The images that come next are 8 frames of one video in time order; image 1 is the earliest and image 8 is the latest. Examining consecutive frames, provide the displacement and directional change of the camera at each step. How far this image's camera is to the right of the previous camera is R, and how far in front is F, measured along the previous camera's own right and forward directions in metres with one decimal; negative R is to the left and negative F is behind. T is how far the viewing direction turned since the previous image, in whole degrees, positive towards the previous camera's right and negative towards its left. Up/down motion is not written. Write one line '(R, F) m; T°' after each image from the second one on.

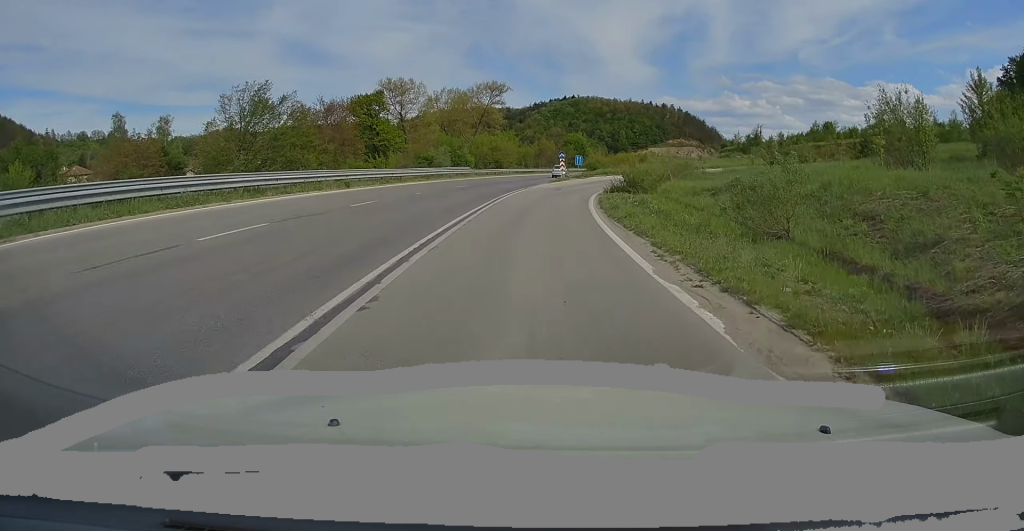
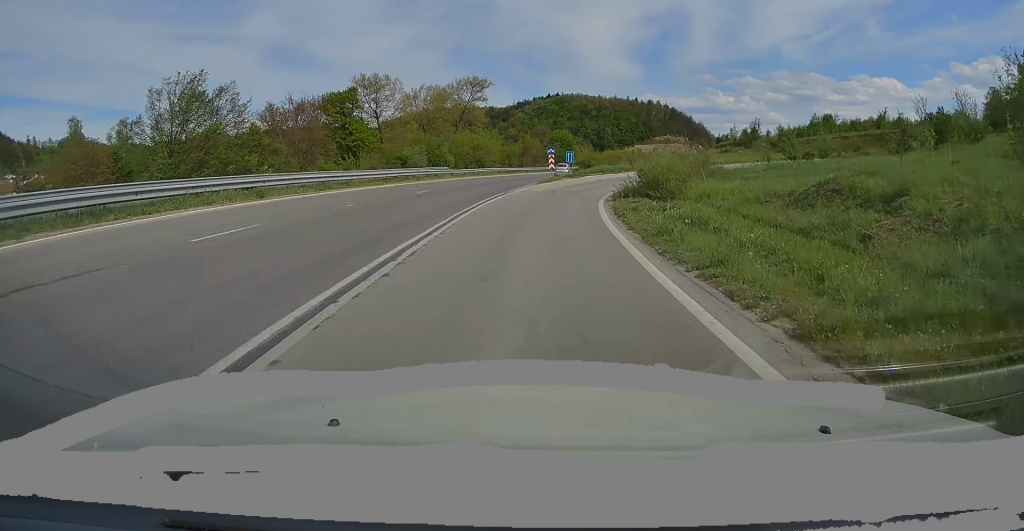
(+0.2, +8.8) m; +1°
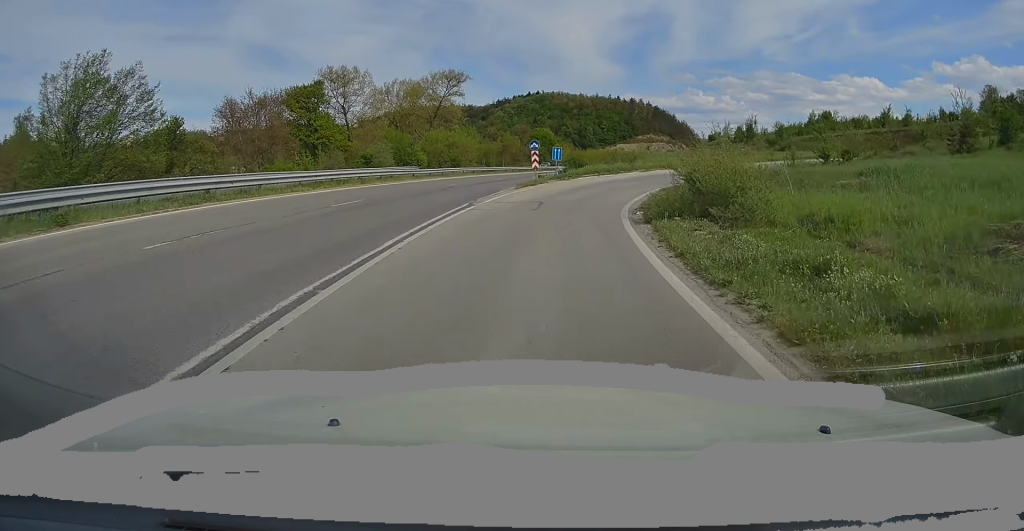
(+0.2, +9.8) m; +2°
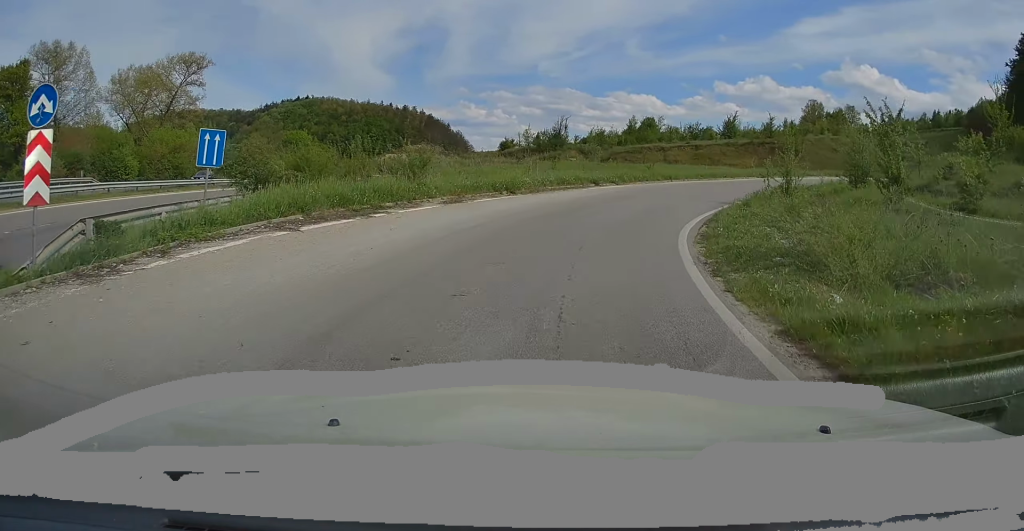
(+4.0, +29.1) m; +21°
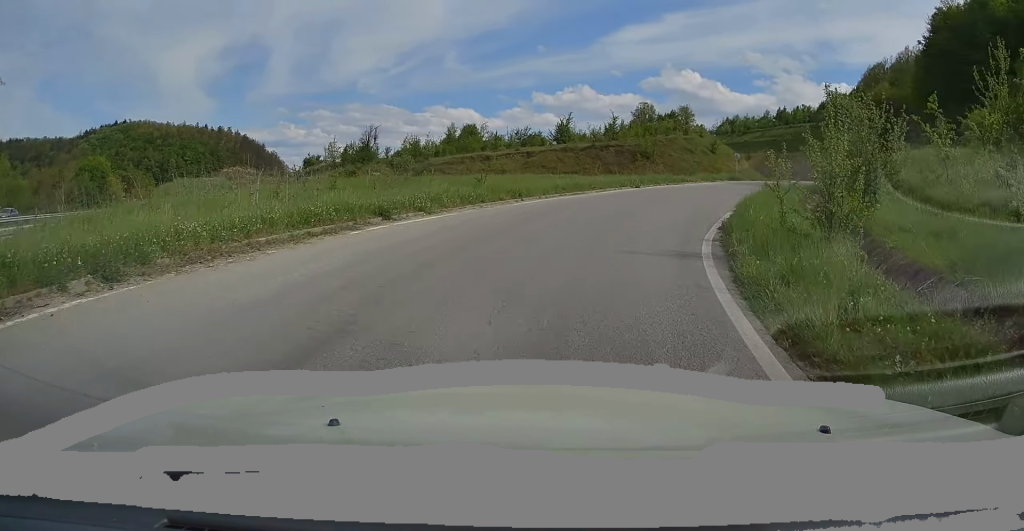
(+1.7, +13.4) m; +16°
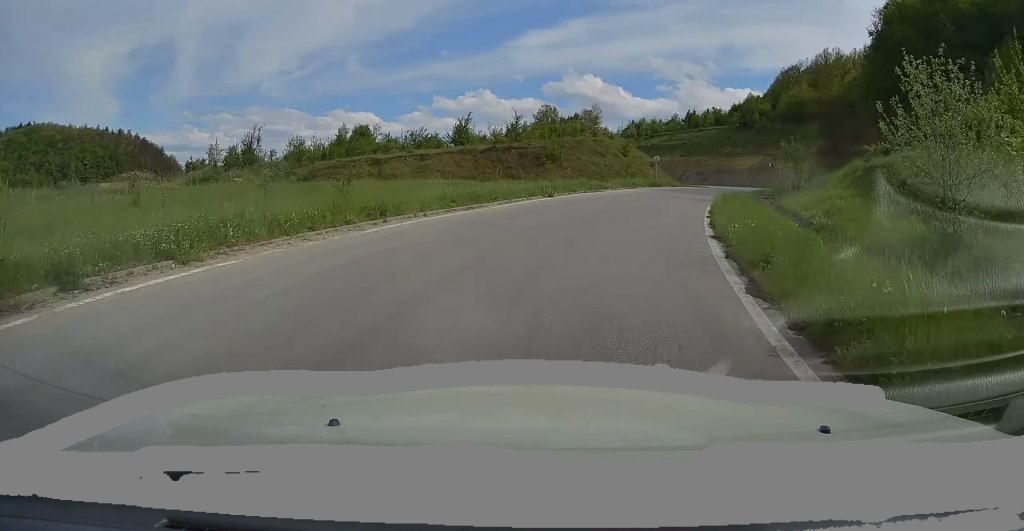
(+0.7, +7.2) m; +8°
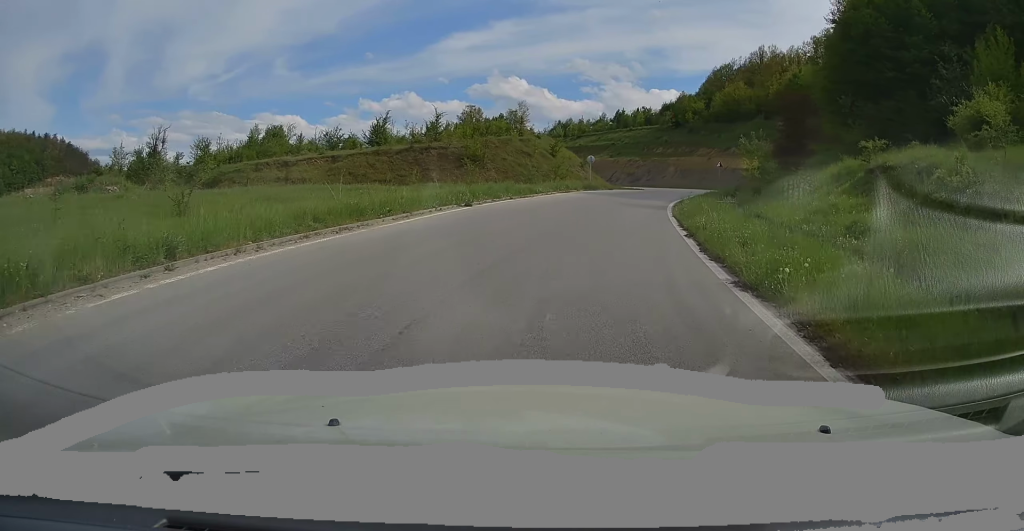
(0.0, +5.7) m; +6°
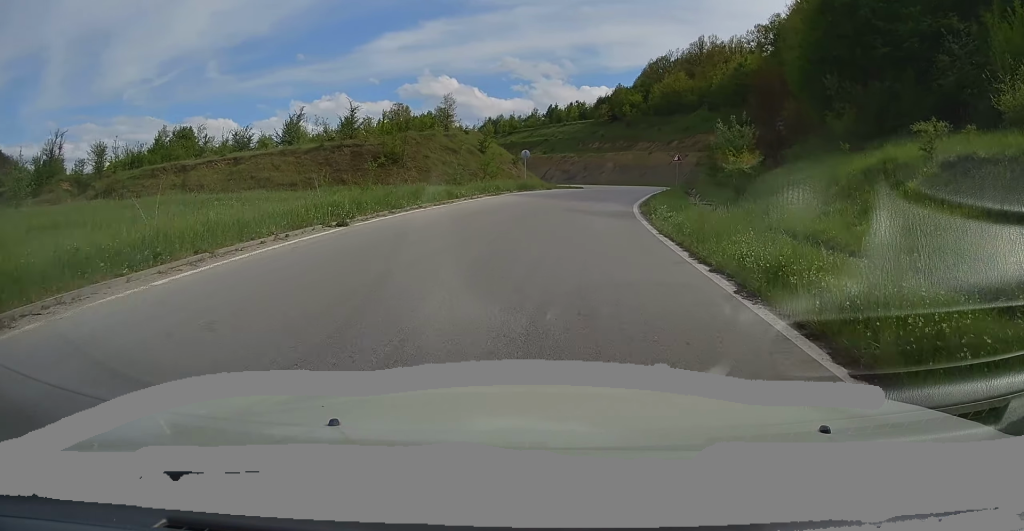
(+0.8, +7.5) m; +5°
